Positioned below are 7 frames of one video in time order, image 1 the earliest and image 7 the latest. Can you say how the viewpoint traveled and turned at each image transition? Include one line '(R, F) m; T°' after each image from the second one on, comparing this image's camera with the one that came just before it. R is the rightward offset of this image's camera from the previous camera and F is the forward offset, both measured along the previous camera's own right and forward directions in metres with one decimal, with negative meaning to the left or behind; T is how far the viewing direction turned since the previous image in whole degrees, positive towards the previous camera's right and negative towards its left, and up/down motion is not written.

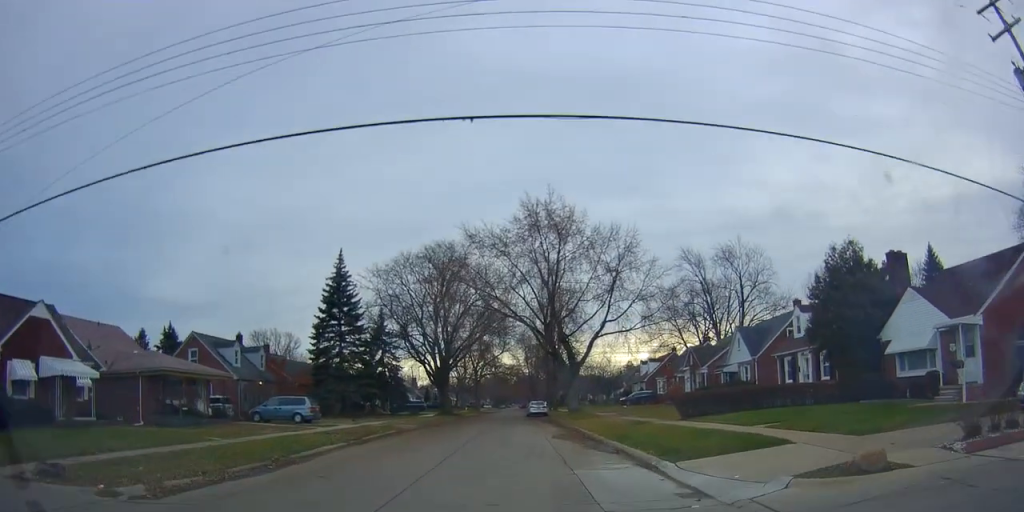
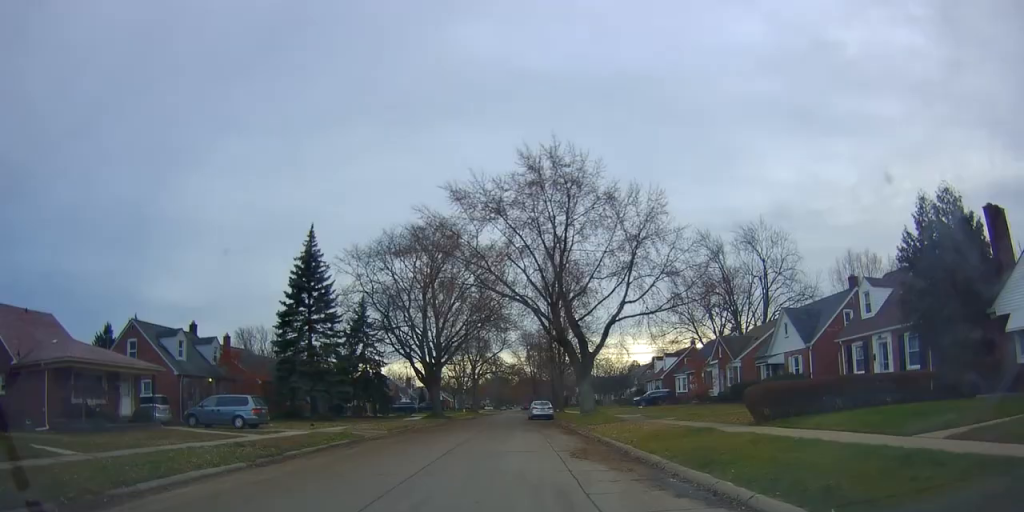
(+0.4, +7.8) m; +3°
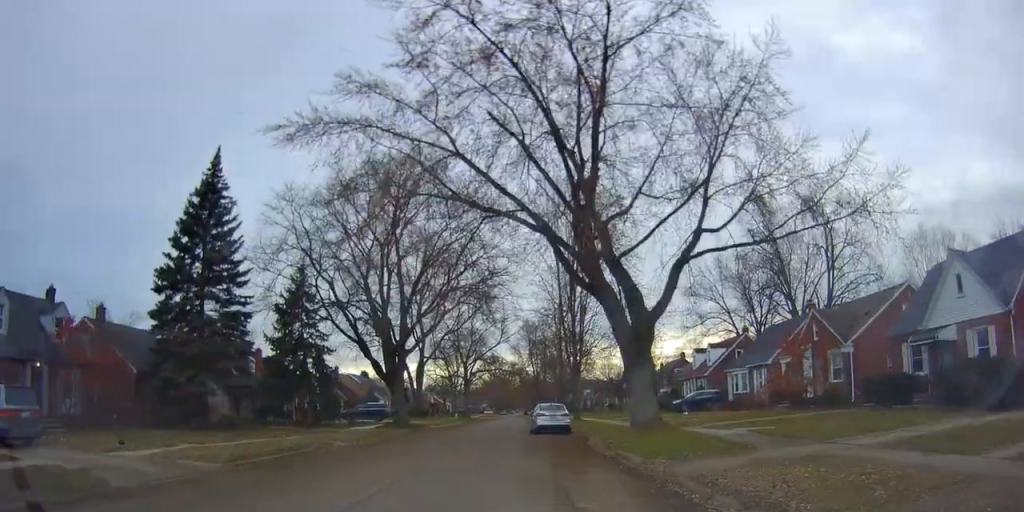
(0.0, +16.6) m; 0°
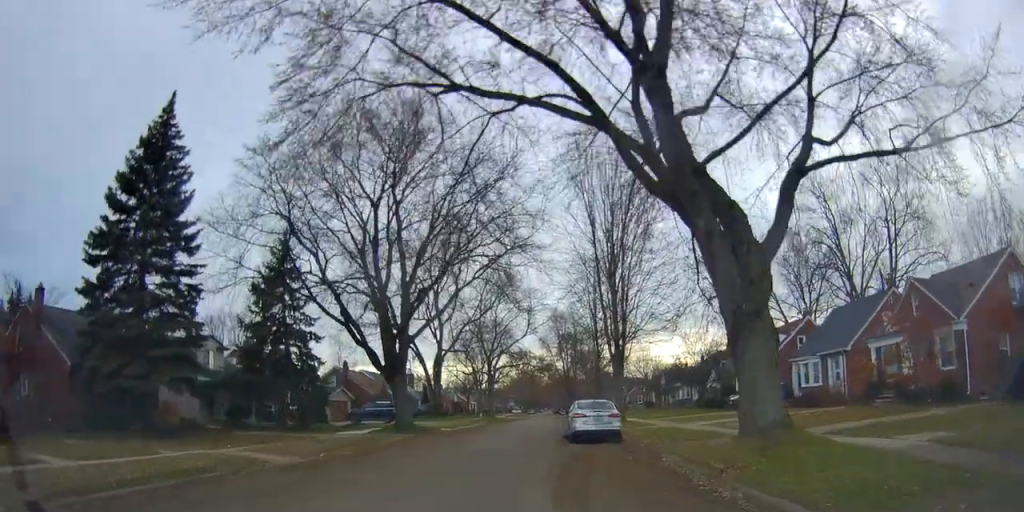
(0.0, +8.9) m; 0°
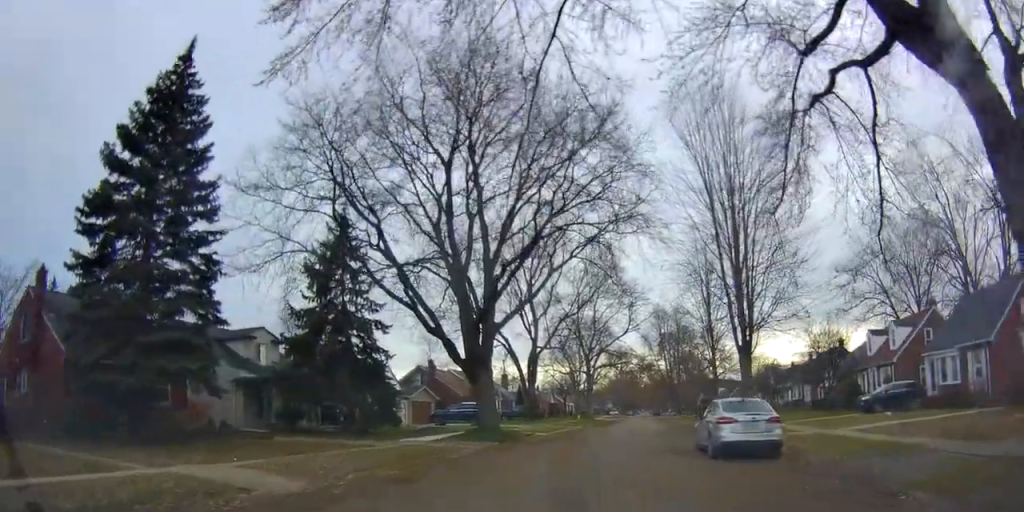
(0.0, +8.2) m; -6°
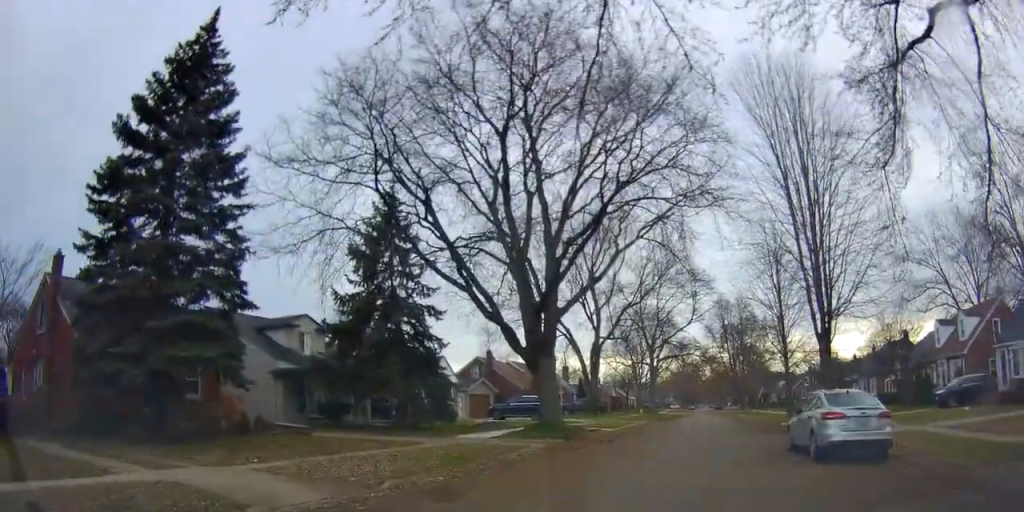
(-0.4, +3.2) m; -2°
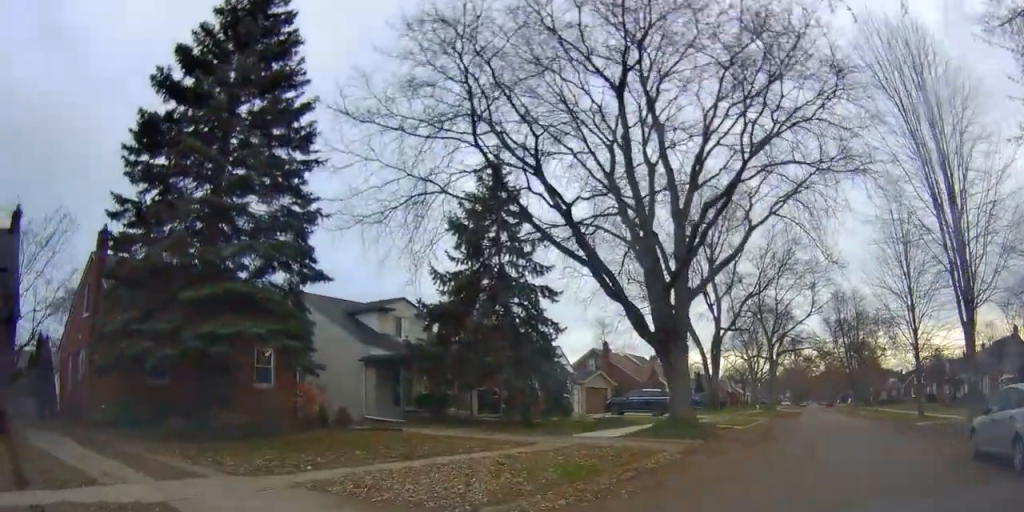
(-0.3, +5.0) m; -3°
